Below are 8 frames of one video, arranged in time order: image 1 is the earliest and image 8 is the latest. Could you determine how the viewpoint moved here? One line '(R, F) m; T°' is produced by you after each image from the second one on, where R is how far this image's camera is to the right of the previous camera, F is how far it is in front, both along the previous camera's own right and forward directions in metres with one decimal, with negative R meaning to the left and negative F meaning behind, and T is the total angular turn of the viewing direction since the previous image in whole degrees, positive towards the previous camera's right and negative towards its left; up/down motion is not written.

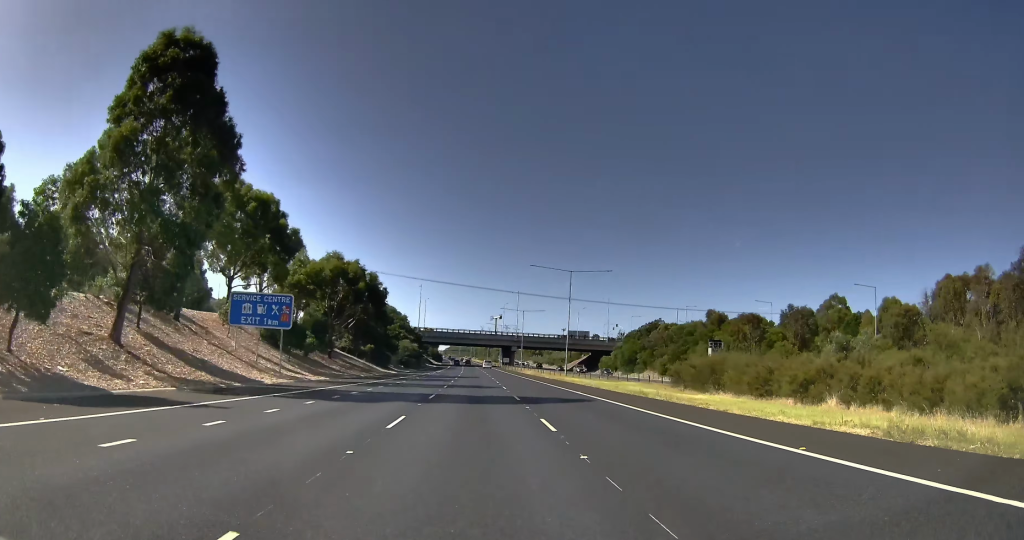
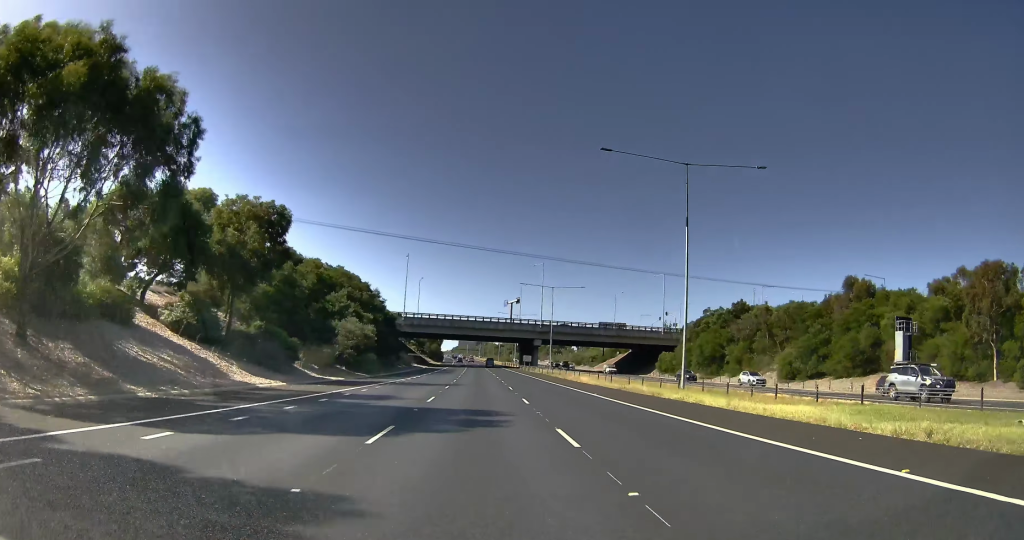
(+0.9, +53.0) m; 0°
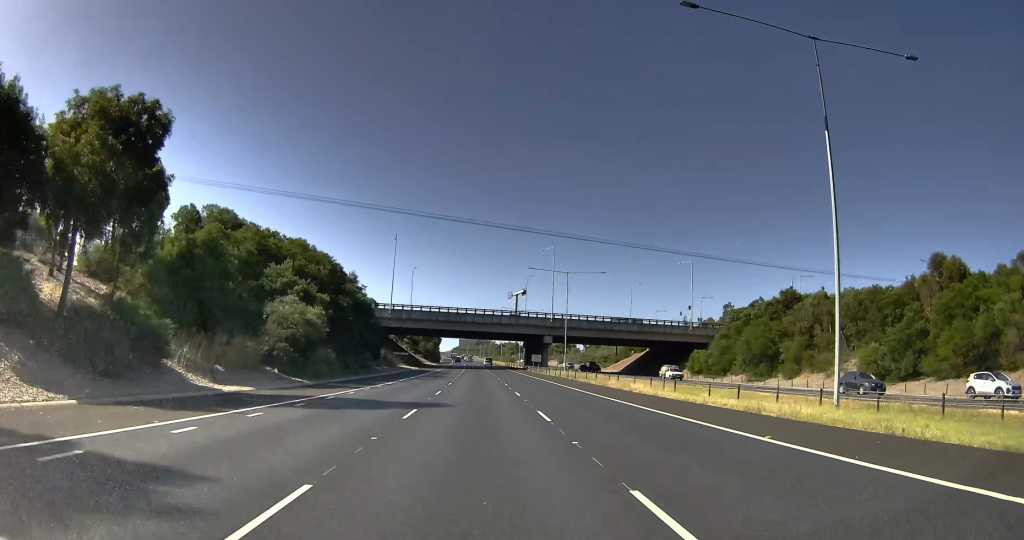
(0.0, +22.0) m; 0°
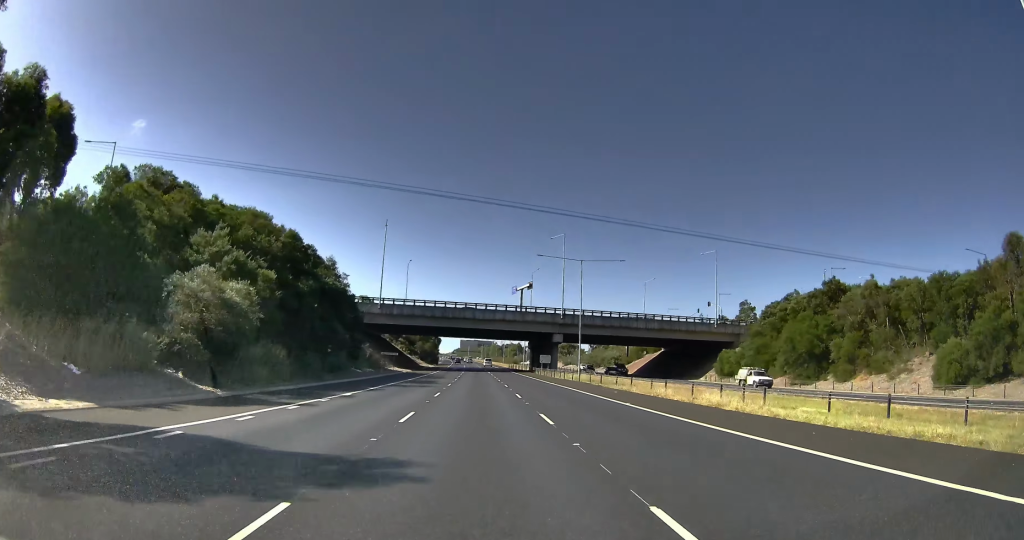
(0.0, +15.0) m; 0°
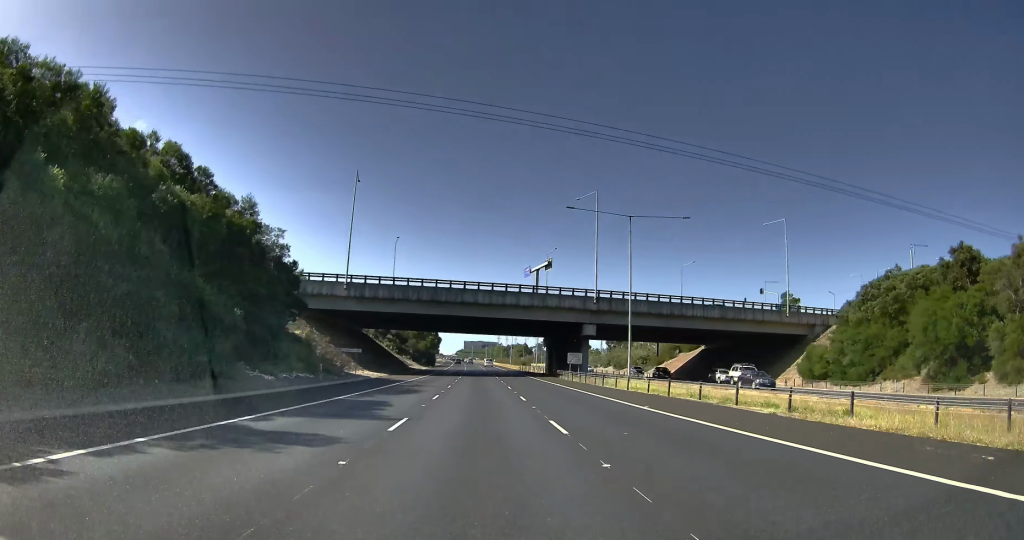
(-0.1, +33.2) m; 0°
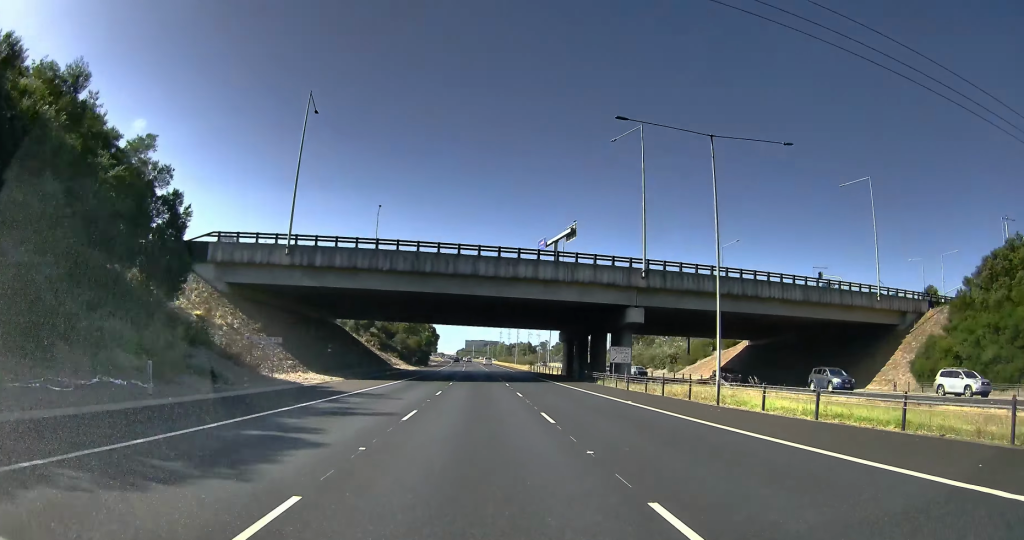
(0.0, +27.4) m; 0°
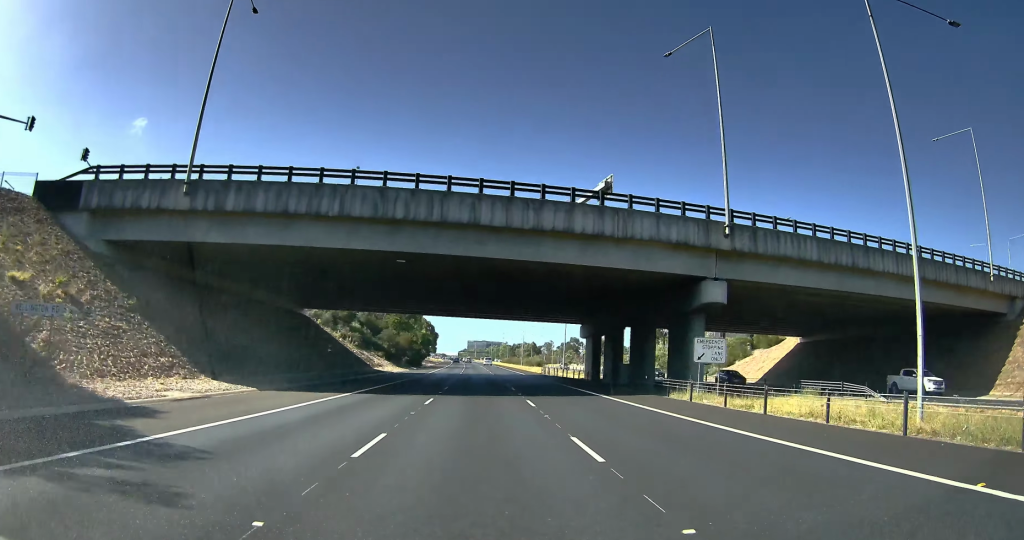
(+0.1, +21.4) m; 0°
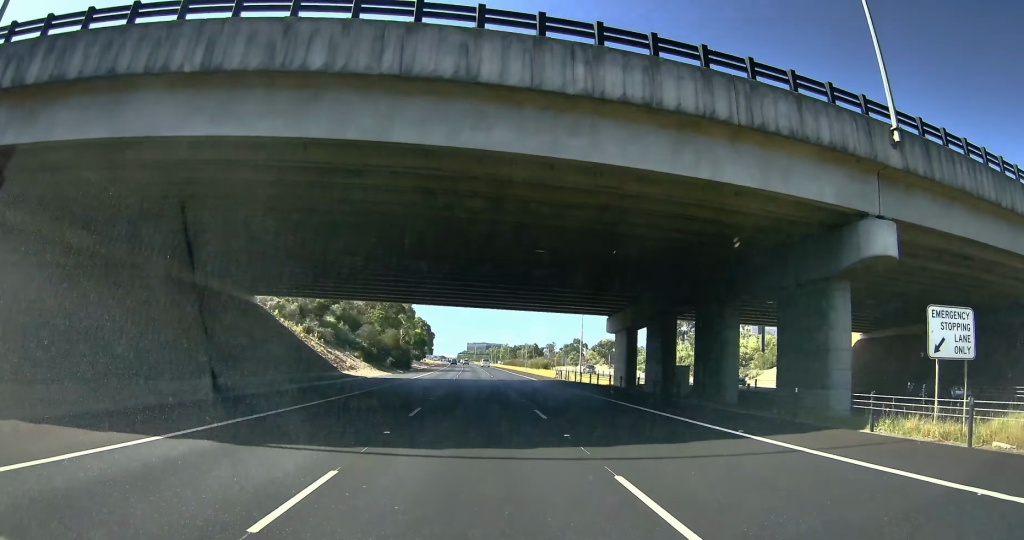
(0.0, +18.7) m; 0°
